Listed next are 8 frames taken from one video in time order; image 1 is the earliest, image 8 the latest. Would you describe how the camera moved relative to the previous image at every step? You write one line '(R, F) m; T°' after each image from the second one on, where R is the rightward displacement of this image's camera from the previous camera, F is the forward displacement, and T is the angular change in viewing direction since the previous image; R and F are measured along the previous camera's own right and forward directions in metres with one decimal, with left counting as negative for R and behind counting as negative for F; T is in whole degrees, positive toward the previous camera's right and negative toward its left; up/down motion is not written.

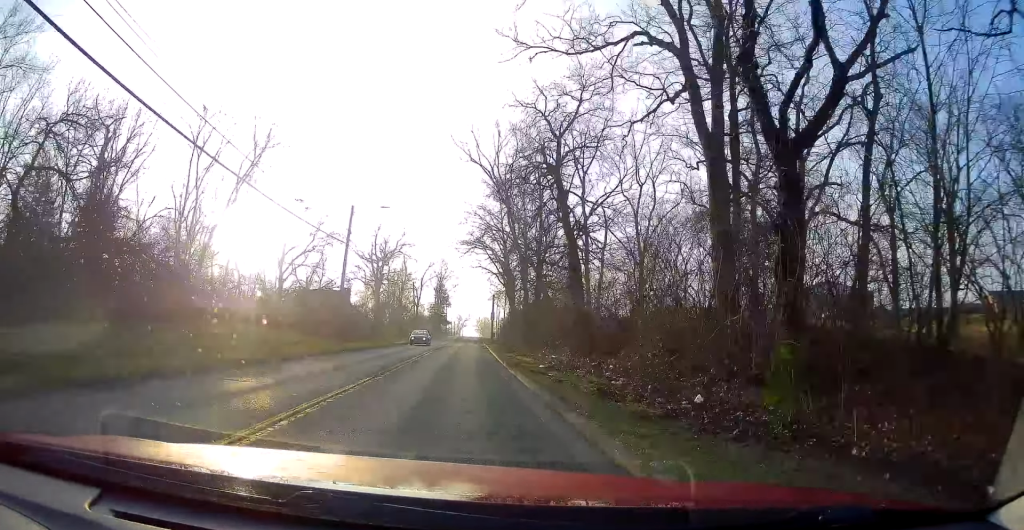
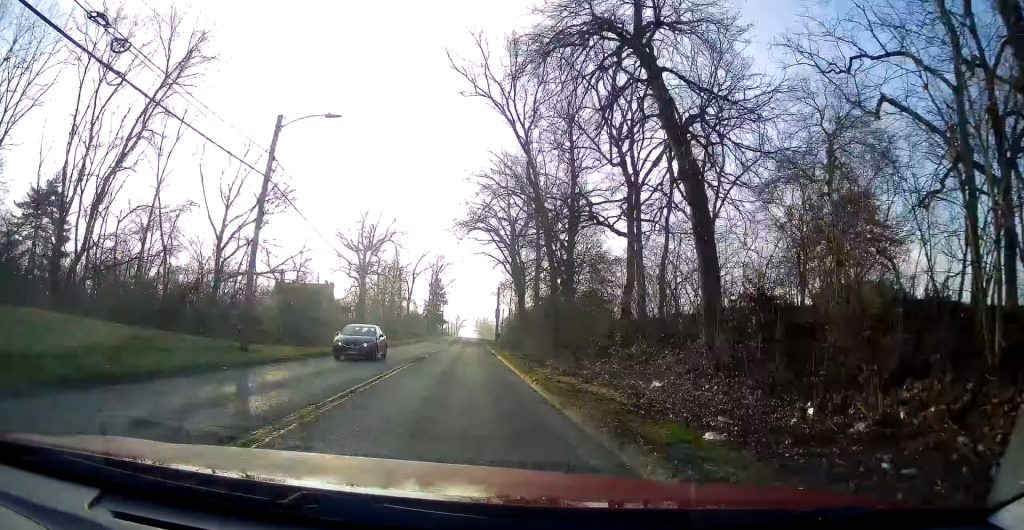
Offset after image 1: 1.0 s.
(+0.2, +15.9) m; +1°
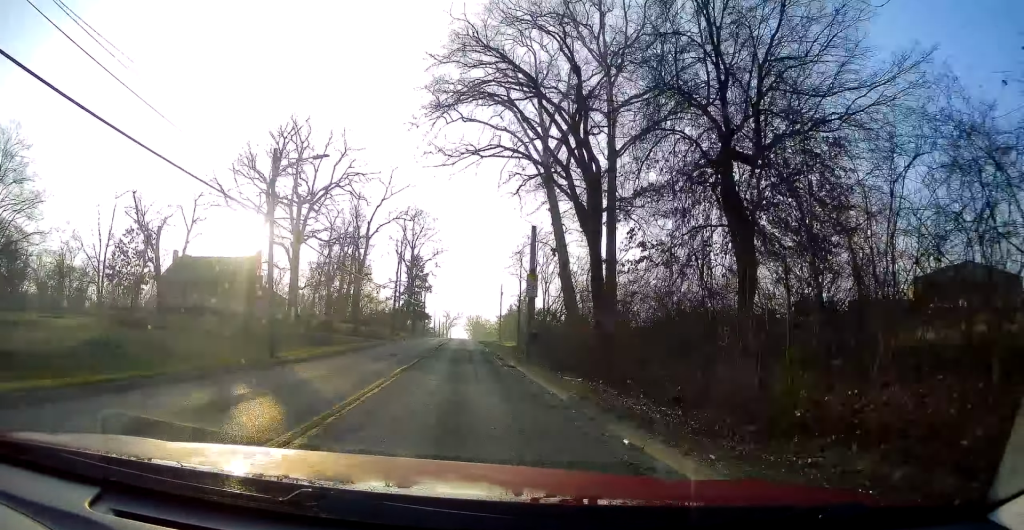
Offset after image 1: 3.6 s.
(+1.2, +41.1) m; +2°
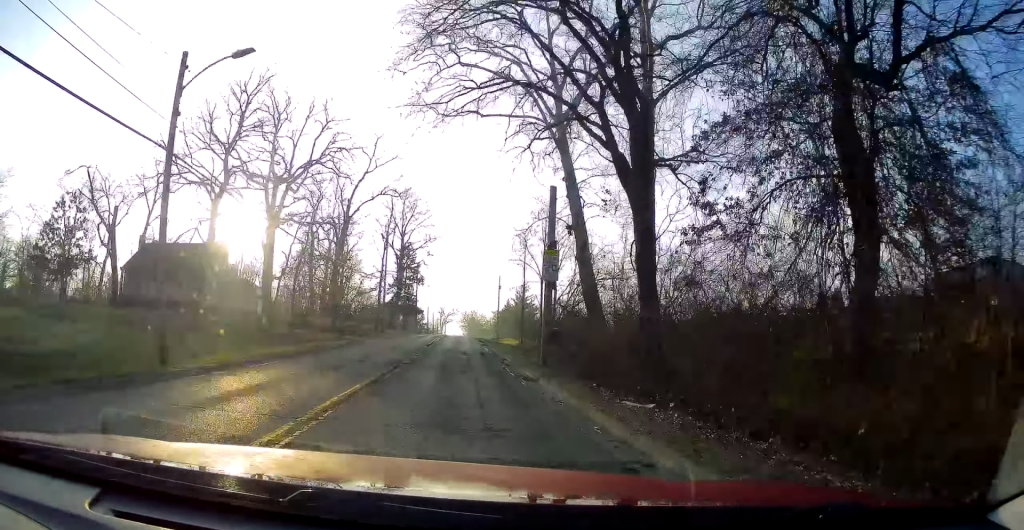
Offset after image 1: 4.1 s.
(-0.3, +8.1) m; -1°
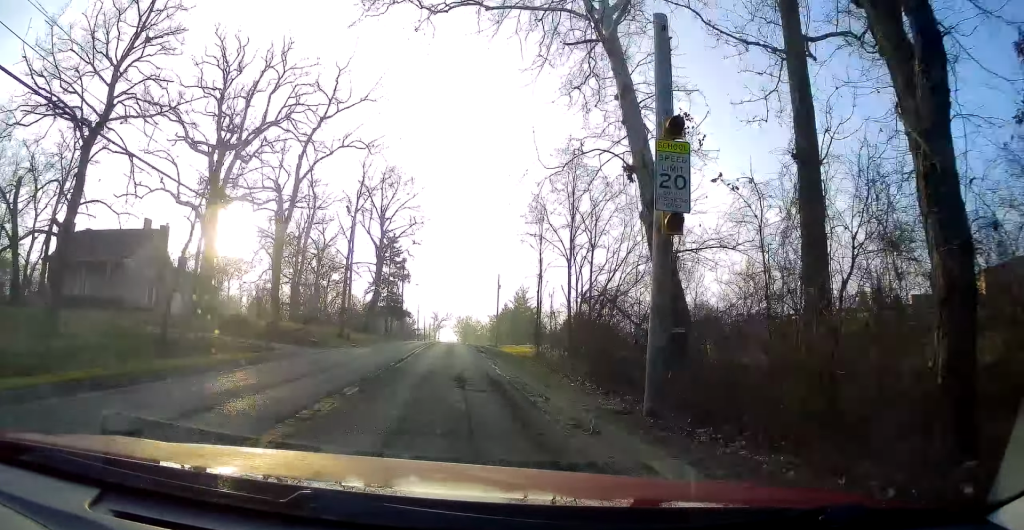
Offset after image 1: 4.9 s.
(-0.1, +14.1) m; +1°
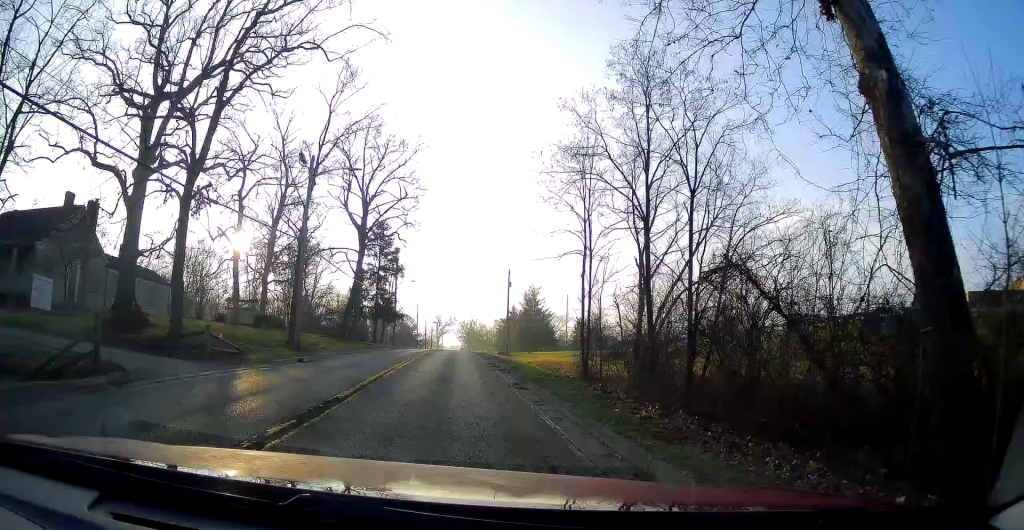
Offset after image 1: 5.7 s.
(+0.2, +13.0) m; +1°
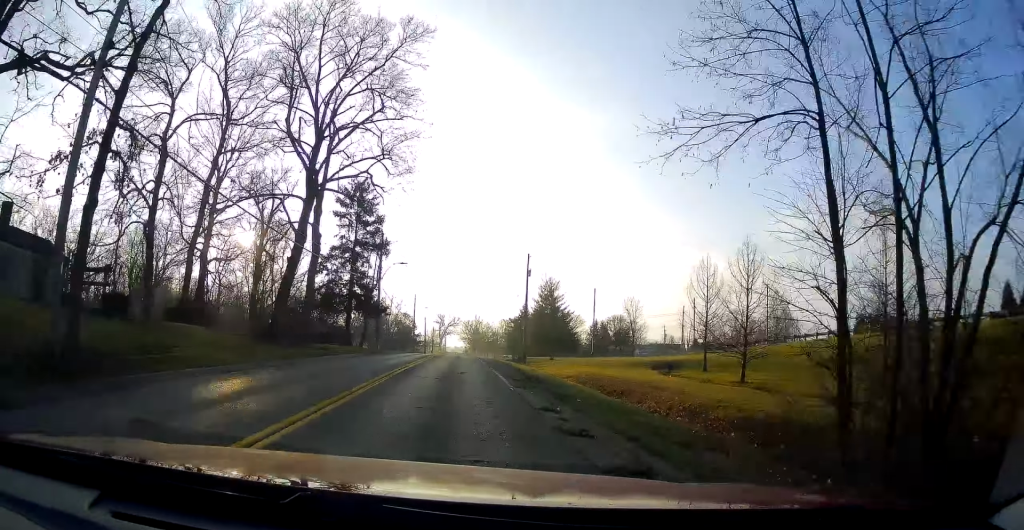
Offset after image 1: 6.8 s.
(+0.2, +17.3) m; -1°
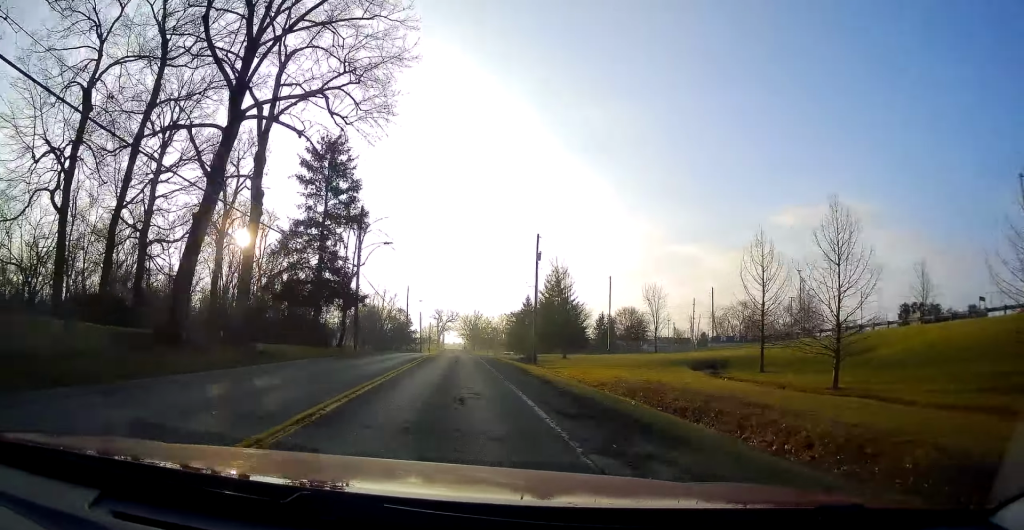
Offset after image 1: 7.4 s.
(0.0, +9.8) m; -2°
